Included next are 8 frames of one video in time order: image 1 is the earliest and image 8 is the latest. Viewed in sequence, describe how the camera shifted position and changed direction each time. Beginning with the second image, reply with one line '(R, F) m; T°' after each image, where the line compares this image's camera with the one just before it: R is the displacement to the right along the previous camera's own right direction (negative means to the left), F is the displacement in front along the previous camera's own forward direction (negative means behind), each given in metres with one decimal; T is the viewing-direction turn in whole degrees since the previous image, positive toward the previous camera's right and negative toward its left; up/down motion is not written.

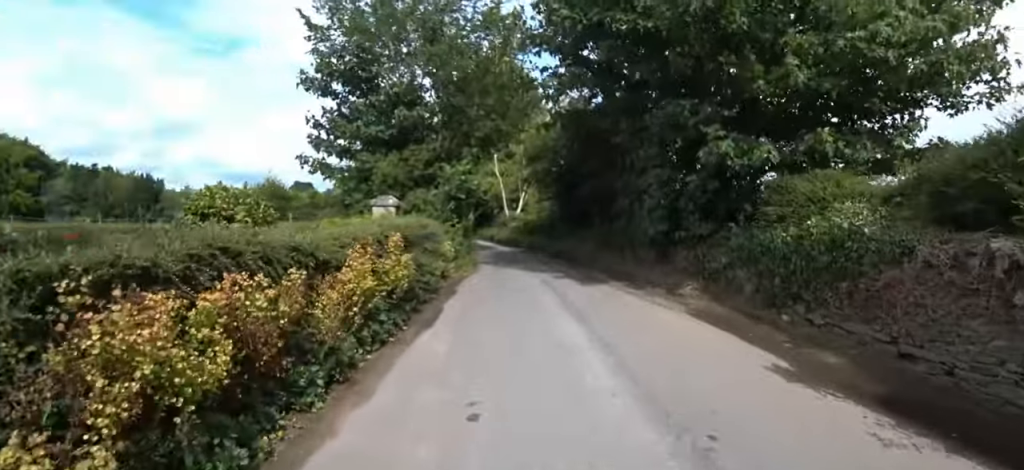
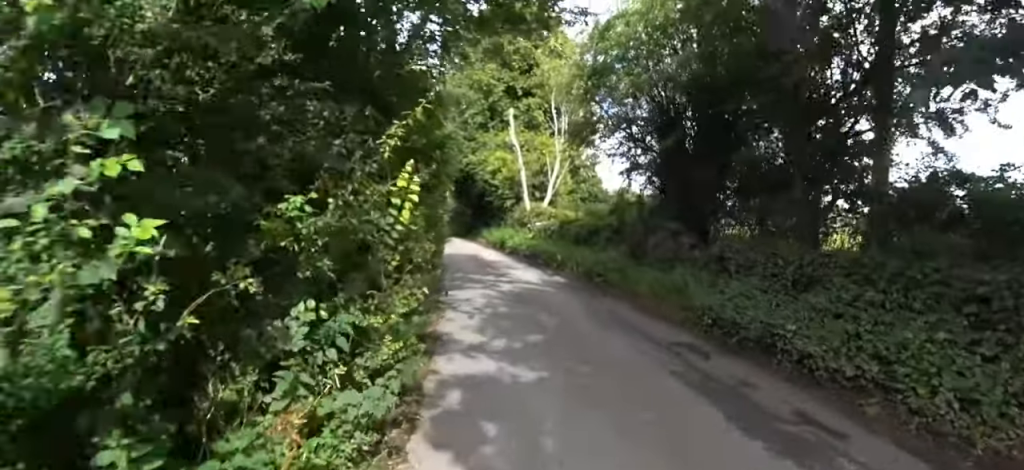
(-1.0, +11.3) m; -13°
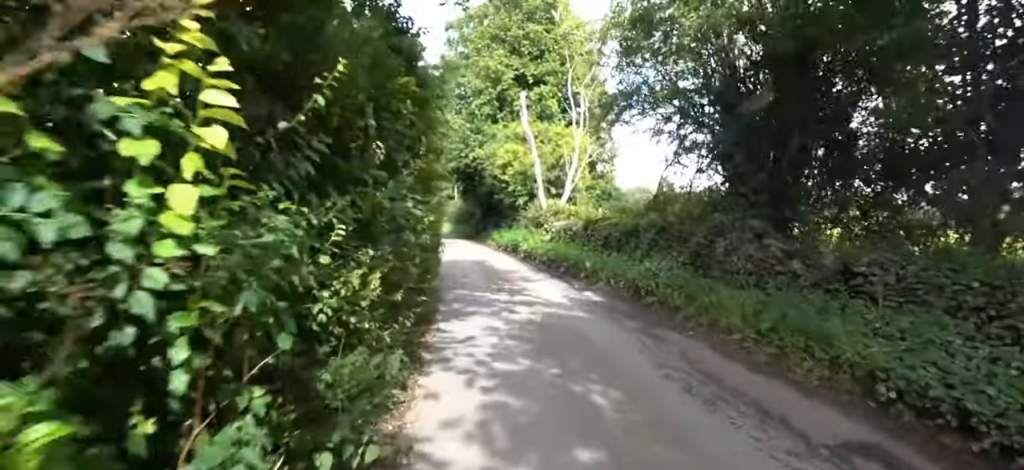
(0.0, +2.4) m; -4°
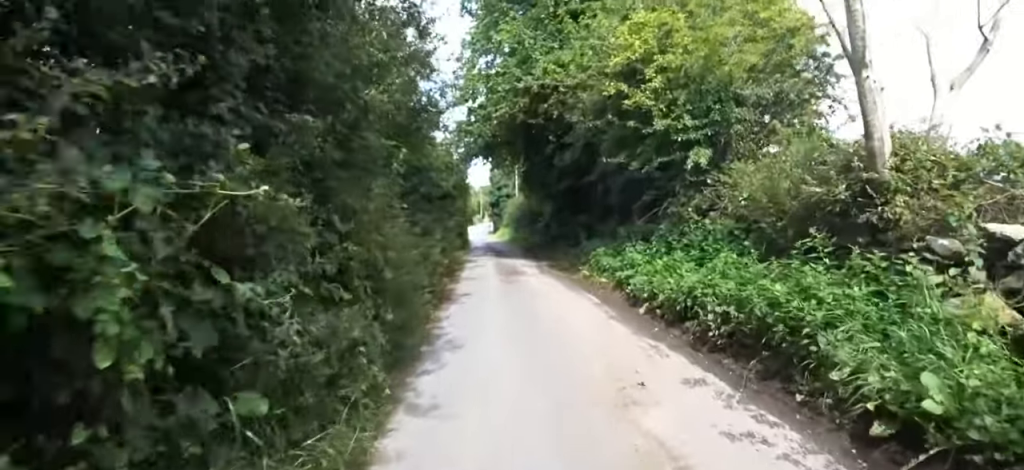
(-0.5, +11.4) m; +5°
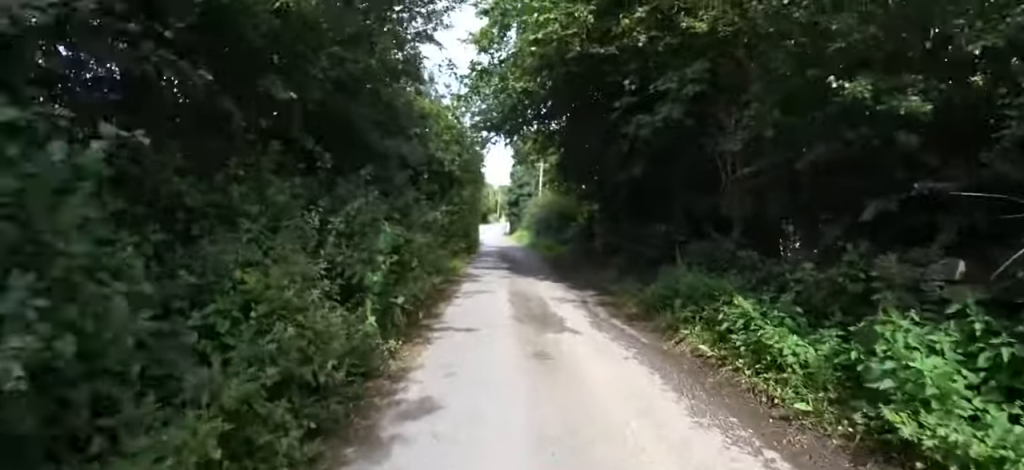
(+0.2, +4.4) m; +3°
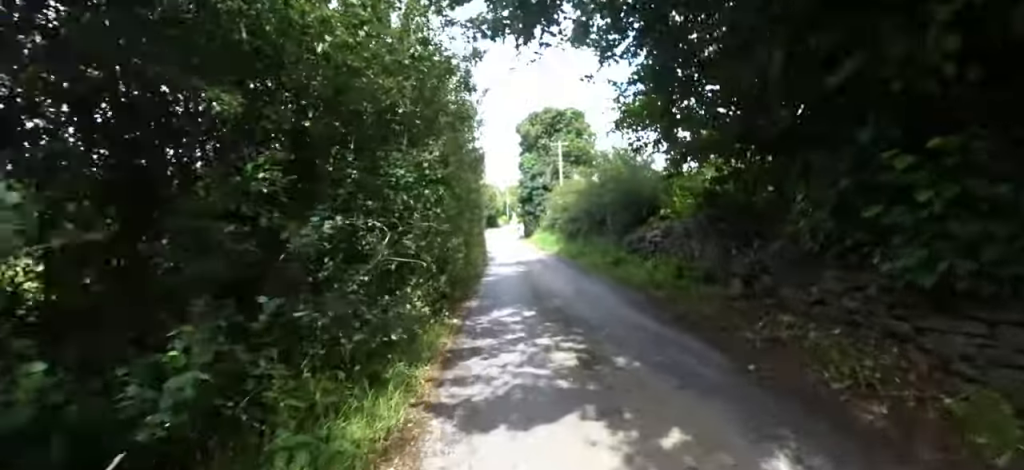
(0.0, +7.6) m; -3°
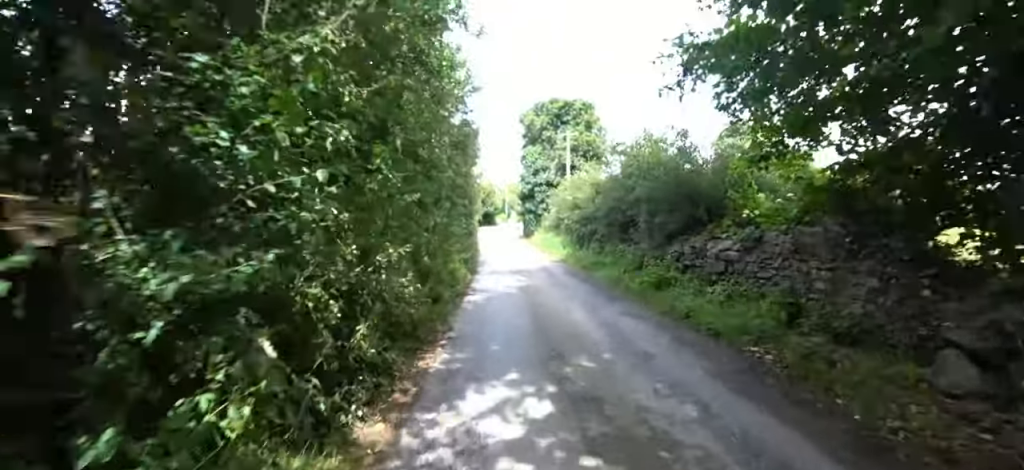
(0.0, +2.9) m; -5°
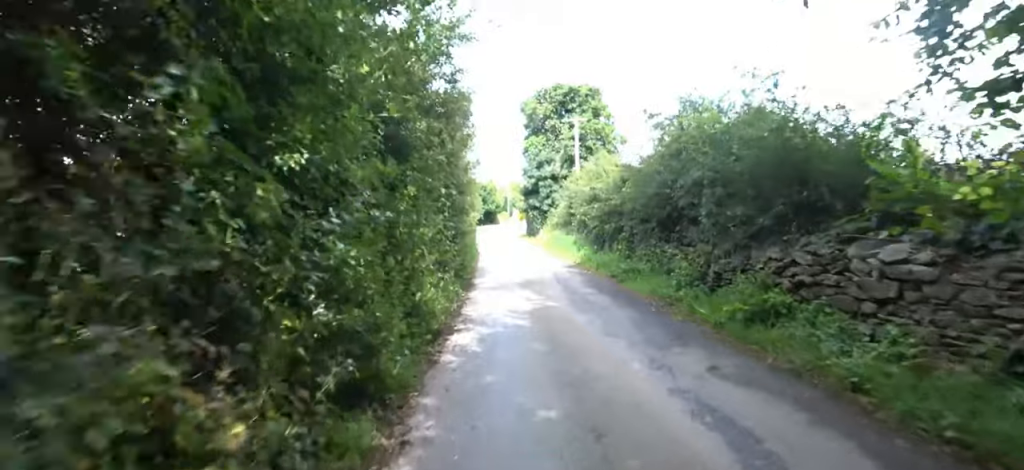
(0.0, +2.5) m; -3°
